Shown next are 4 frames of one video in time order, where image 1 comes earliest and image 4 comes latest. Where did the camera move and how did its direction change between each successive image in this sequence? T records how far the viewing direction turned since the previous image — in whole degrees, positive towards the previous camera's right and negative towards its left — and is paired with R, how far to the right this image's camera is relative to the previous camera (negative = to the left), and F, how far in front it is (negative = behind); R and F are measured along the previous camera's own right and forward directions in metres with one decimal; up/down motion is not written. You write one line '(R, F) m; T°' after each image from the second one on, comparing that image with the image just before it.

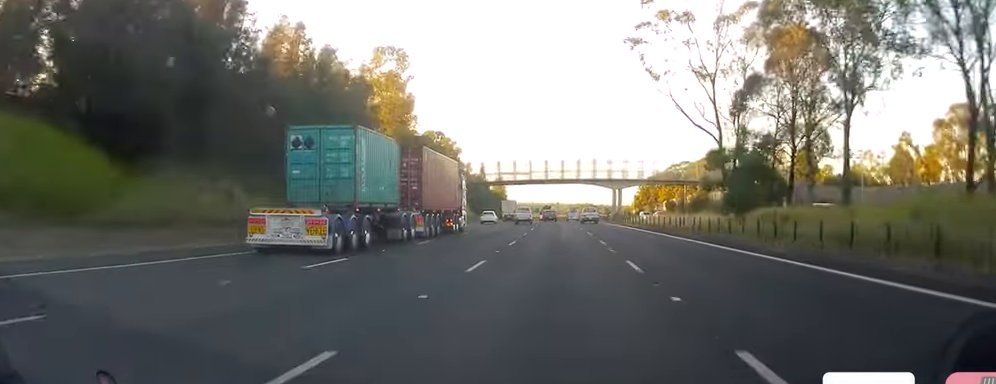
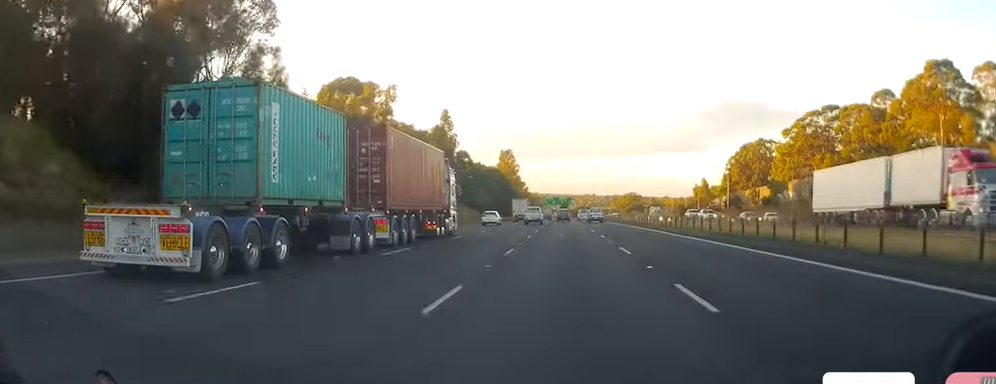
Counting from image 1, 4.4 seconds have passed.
(-3.9, +127.7) m; -2°
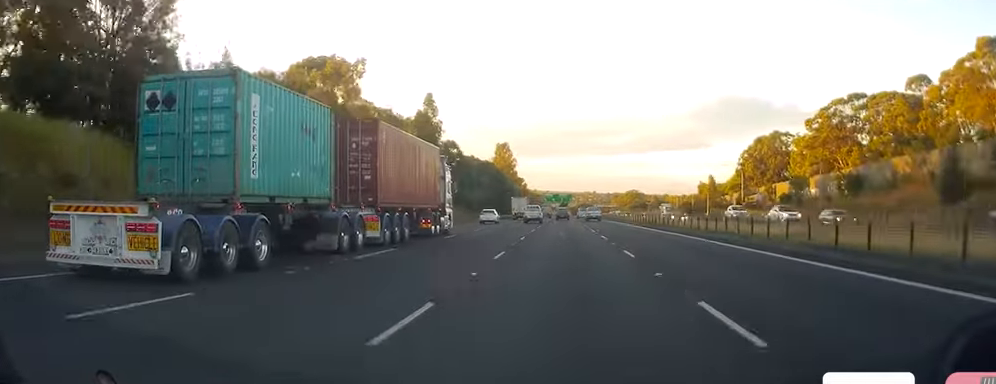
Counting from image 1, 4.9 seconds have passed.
(+0.2, +14.6) m; +1°
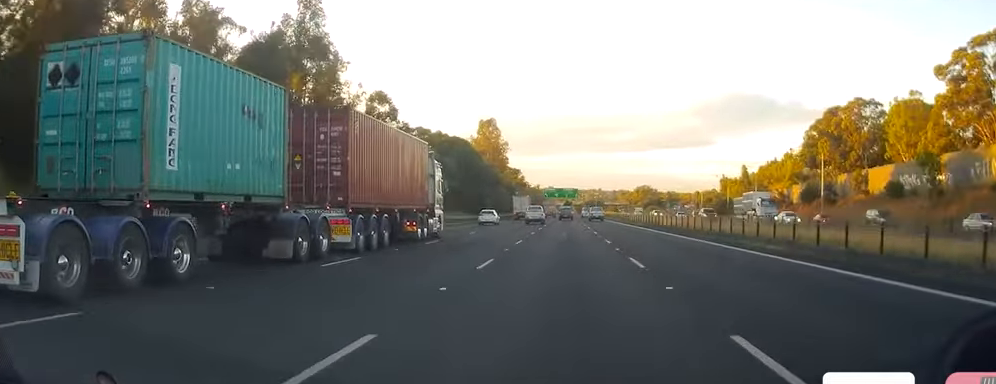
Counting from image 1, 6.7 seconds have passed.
(-1.4, +51.5) m; -3°
